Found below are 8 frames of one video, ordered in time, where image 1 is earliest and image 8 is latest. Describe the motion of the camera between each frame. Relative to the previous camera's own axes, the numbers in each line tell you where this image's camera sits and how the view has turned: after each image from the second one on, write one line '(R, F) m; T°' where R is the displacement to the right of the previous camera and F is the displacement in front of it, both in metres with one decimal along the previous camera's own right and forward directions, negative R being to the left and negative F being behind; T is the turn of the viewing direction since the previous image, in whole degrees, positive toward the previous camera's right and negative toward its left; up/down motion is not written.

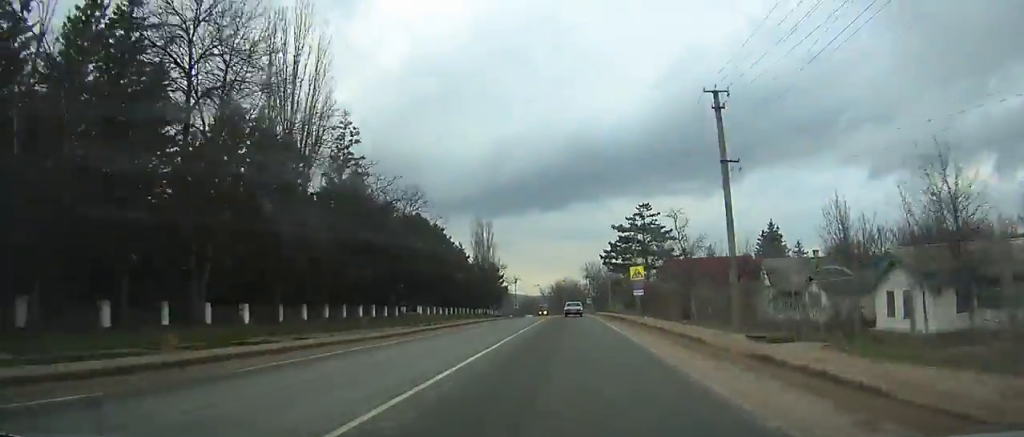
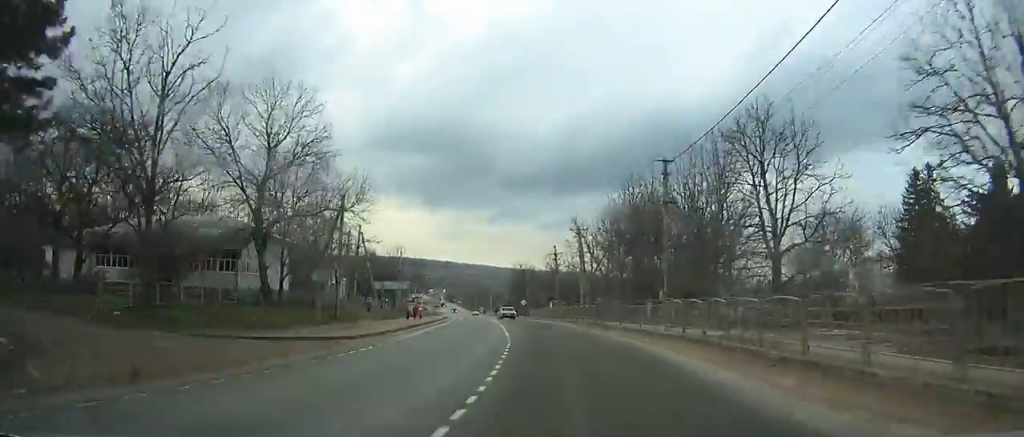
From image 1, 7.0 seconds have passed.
(-5.9, +123.8) m; -10°
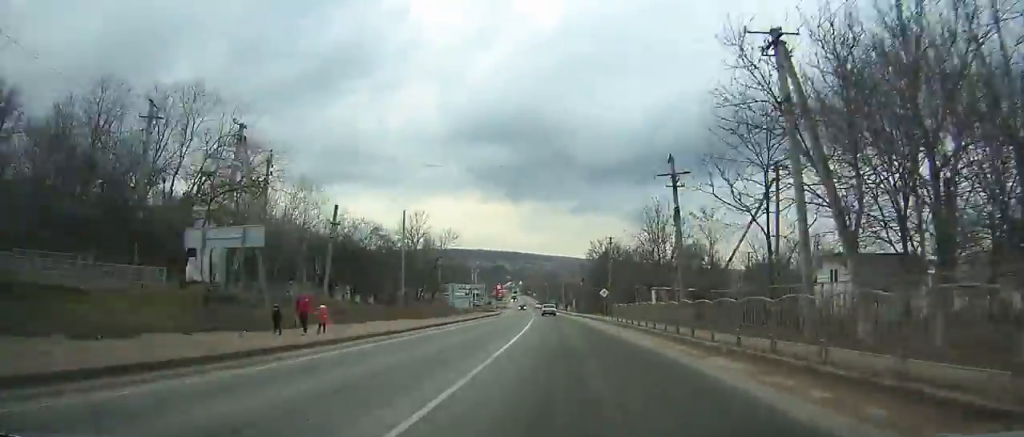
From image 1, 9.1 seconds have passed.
(-2.1, +35.7) m; -5°
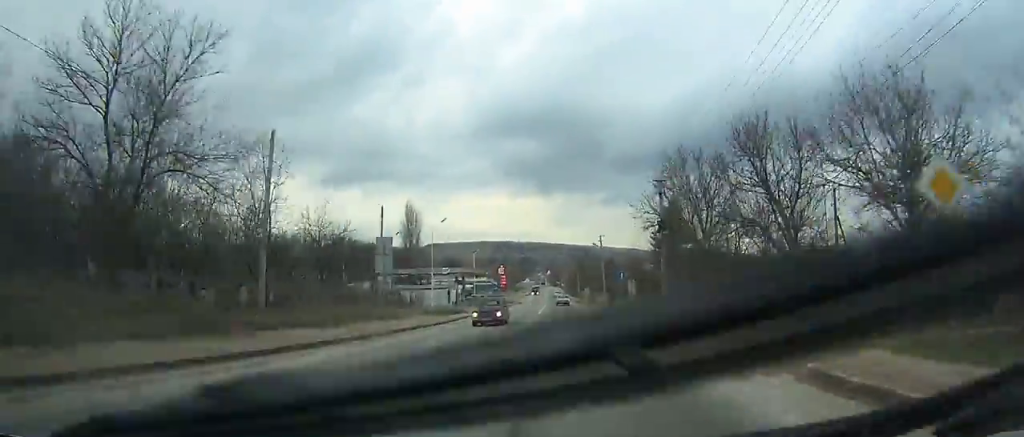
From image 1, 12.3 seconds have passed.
(-2.3, +54.2) m; -4°
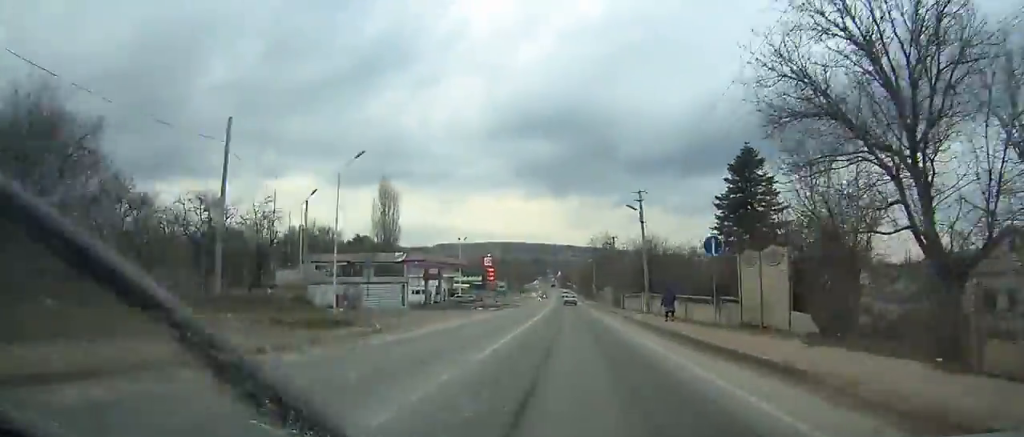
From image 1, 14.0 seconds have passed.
(-0.4, +28.9) m; -1°
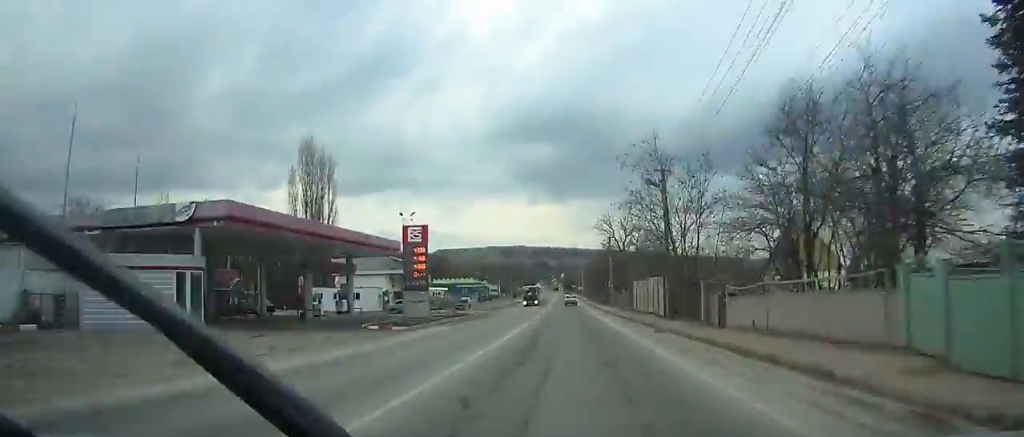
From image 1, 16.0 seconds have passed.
(-0.3, +34.1) m; -1°
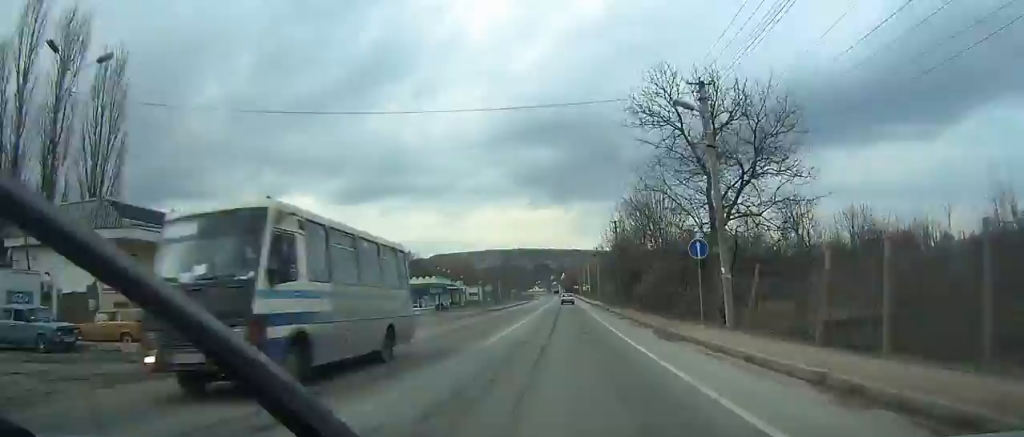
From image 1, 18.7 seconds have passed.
(-0.2, +46.0) m; -1°
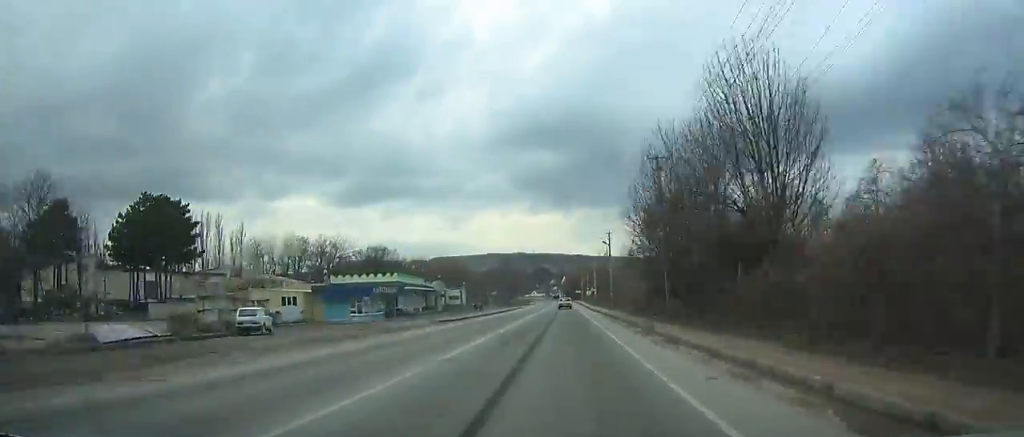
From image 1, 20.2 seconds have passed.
(-0.2, +25.6) m; 0°
